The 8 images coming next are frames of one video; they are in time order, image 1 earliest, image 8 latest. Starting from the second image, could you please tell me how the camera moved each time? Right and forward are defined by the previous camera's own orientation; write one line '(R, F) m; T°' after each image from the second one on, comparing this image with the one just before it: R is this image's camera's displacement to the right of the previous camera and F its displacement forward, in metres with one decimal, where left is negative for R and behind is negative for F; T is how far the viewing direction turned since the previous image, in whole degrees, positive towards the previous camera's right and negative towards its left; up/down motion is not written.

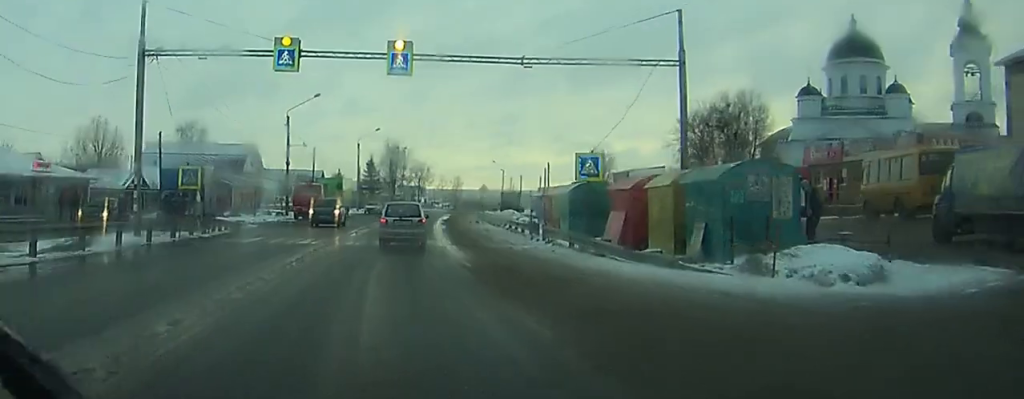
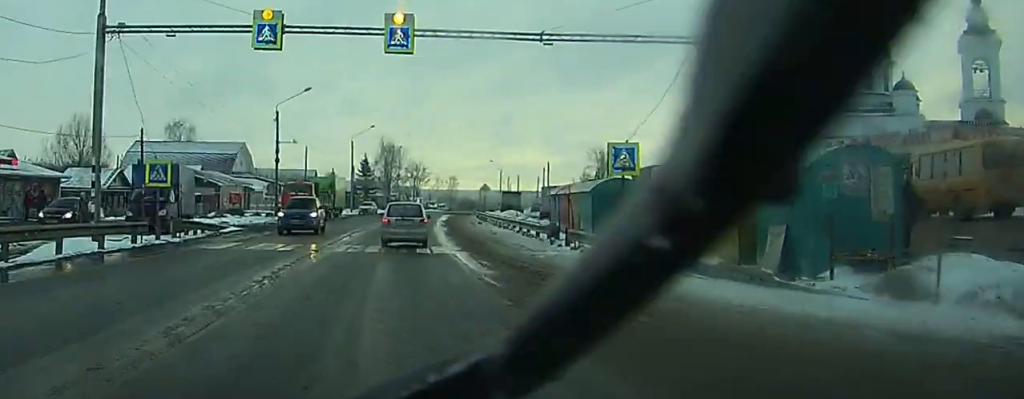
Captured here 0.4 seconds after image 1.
(0.0, +4.6) m; 0°
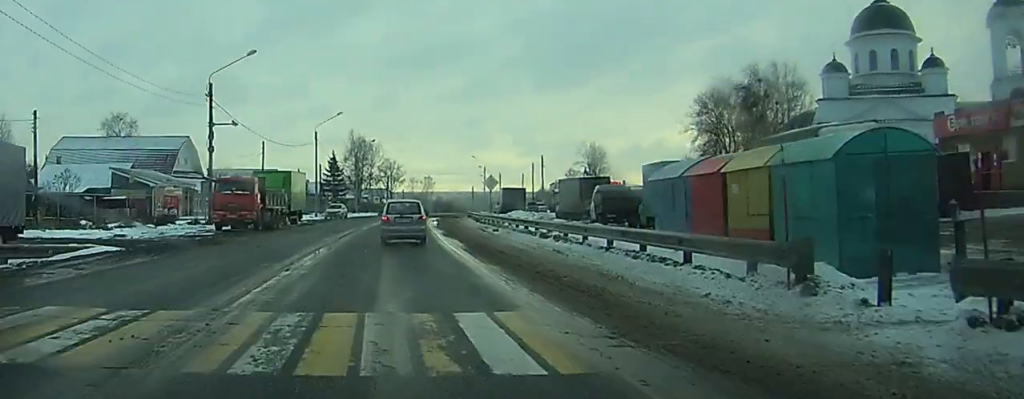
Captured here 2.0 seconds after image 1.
(+0.1, +18.2) m; 0°
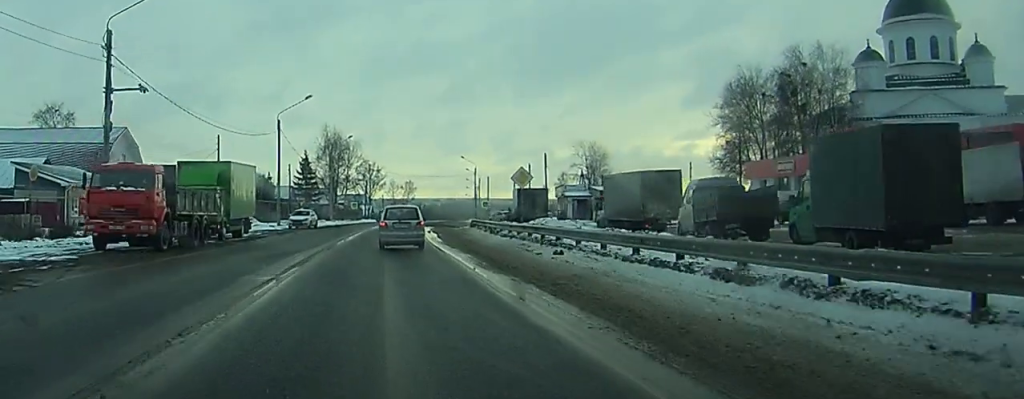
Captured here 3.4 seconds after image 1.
(0.0, +17.0) m; +1°
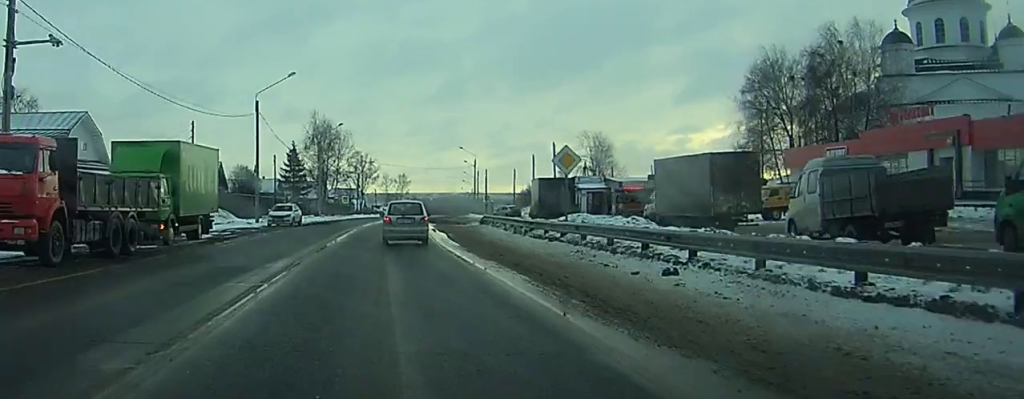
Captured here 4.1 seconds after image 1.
(0.0, +9.5) m; +1°
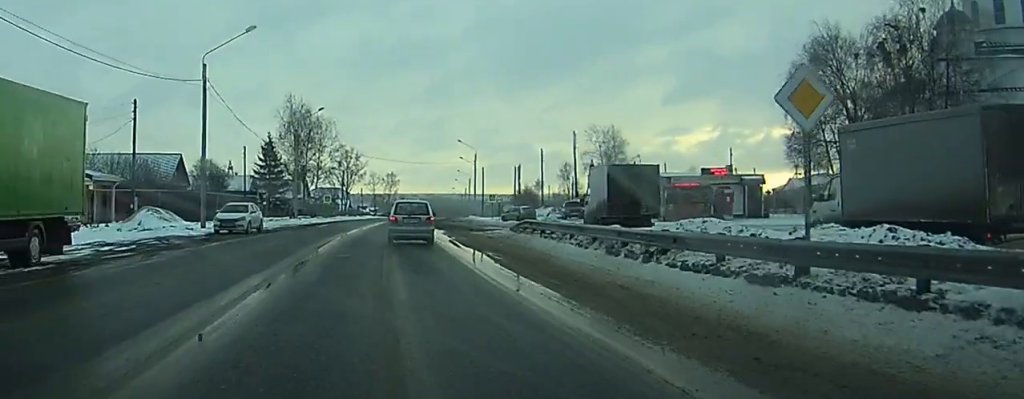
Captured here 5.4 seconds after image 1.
(+0.2, +16.4) m; +1°
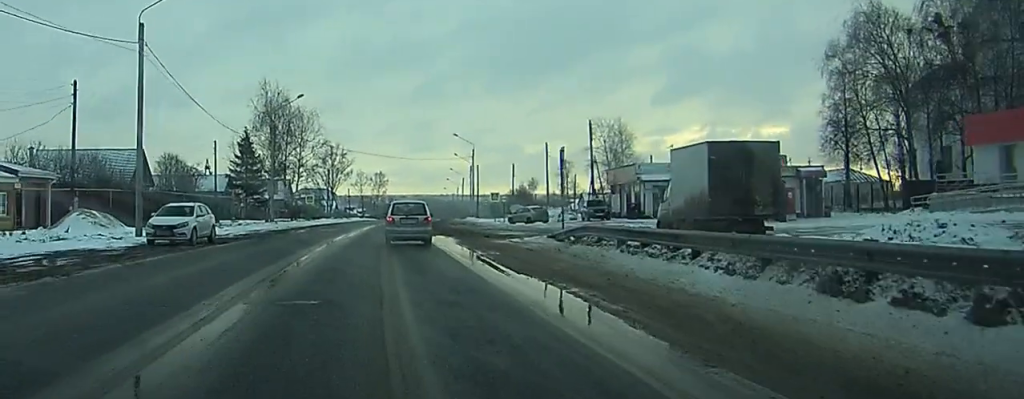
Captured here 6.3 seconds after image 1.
(0.0, +11.1) m; +1°
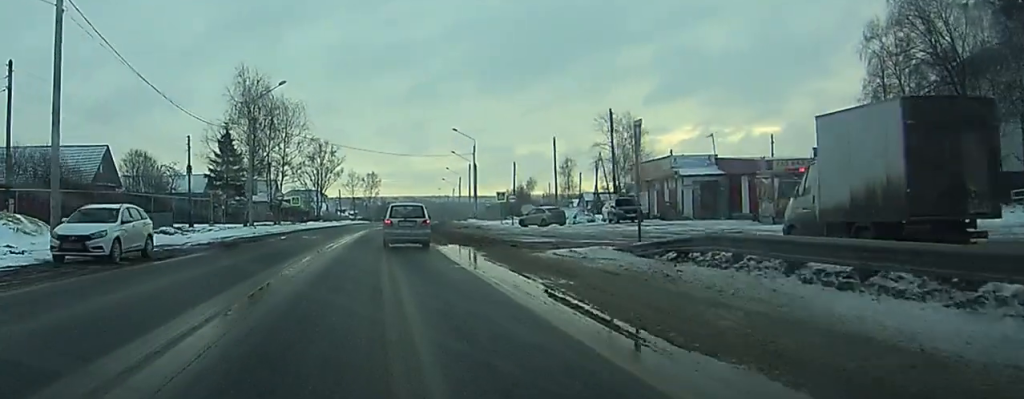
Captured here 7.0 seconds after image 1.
(-0.1, +9.0) m; +1°
